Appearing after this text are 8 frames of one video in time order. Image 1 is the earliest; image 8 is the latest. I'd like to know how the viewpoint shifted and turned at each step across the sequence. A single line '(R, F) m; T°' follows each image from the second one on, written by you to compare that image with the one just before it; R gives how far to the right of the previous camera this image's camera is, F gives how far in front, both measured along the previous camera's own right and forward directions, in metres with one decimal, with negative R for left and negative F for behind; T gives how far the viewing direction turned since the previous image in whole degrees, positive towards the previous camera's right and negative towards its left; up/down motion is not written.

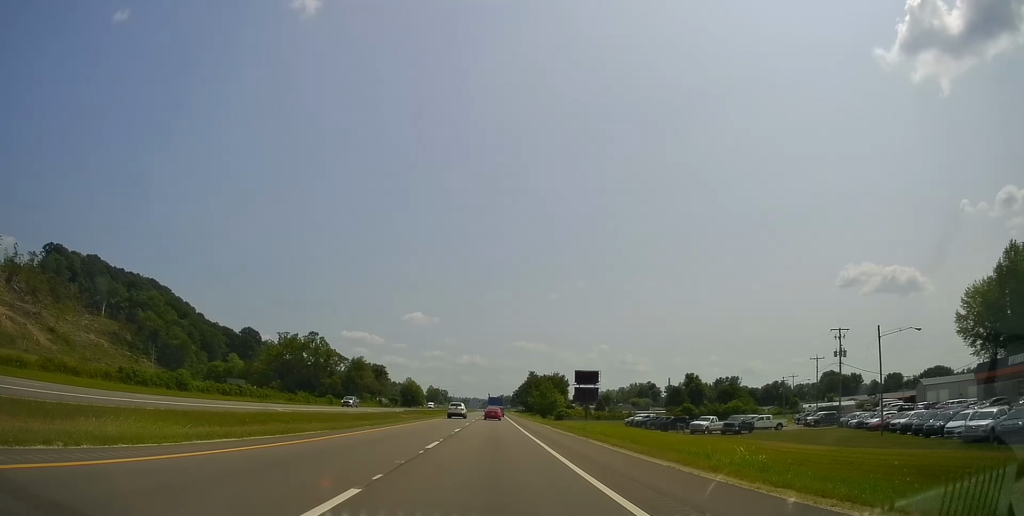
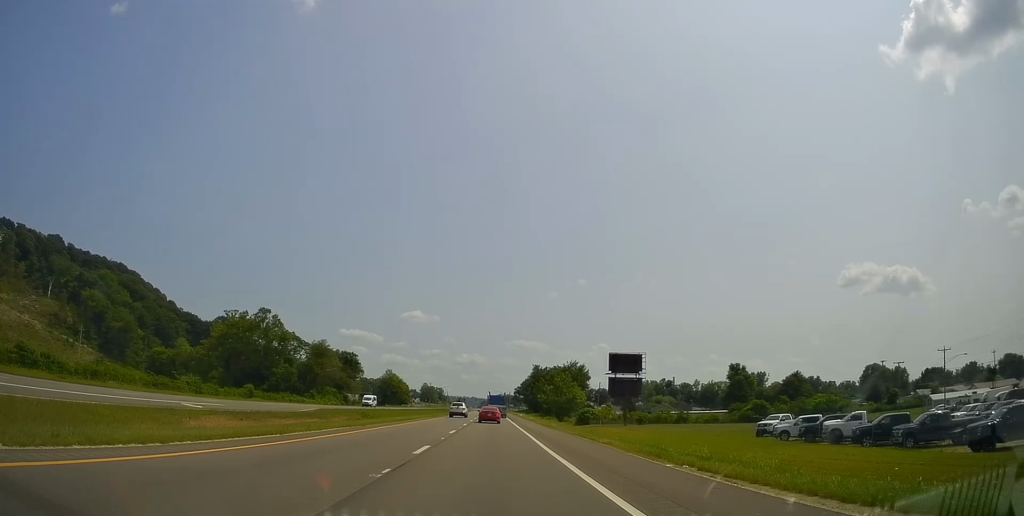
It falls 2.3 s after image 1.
(+1.2, +53.3) m; +1°
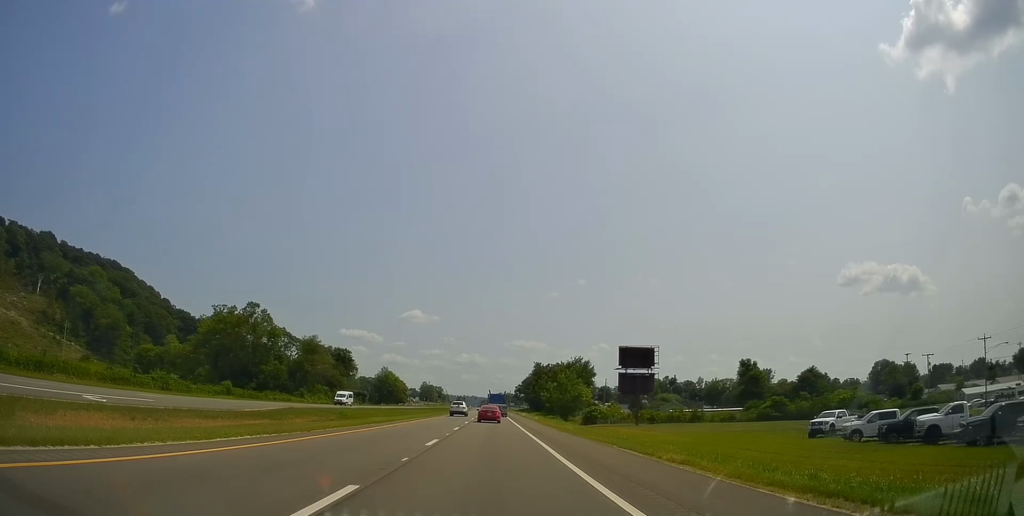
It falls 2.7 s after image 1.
(-0.2, +9.7) m; -1°
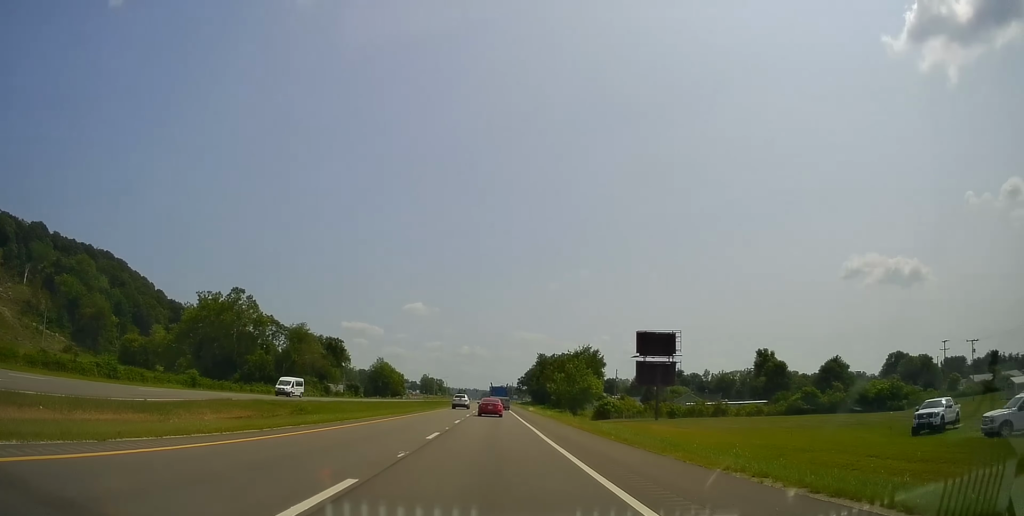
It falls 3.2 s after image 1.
(-0.1, +12.9) m; 0°
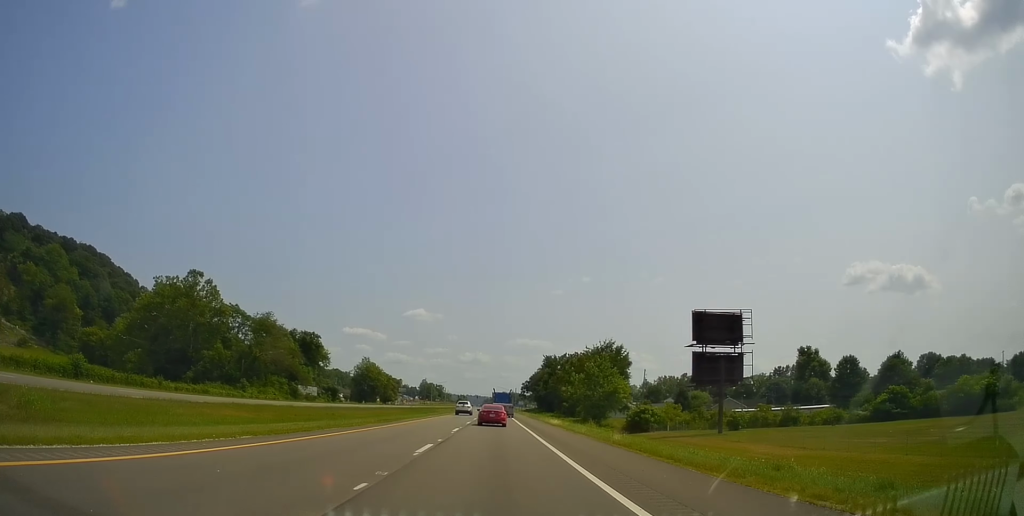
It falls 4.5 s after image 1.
(+0.1, +28.4) m; 0°
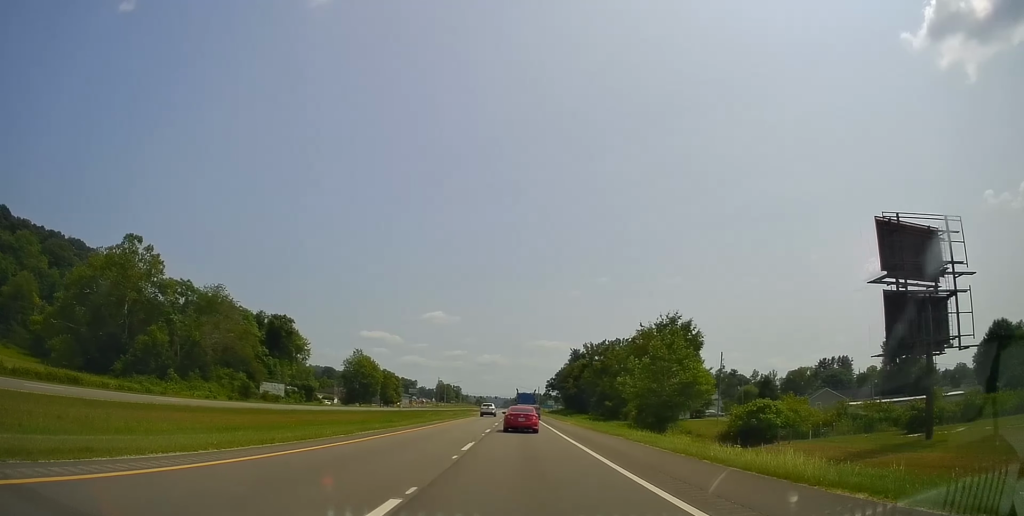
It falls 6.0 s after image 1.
(-0.1, +36.4) m; -1°
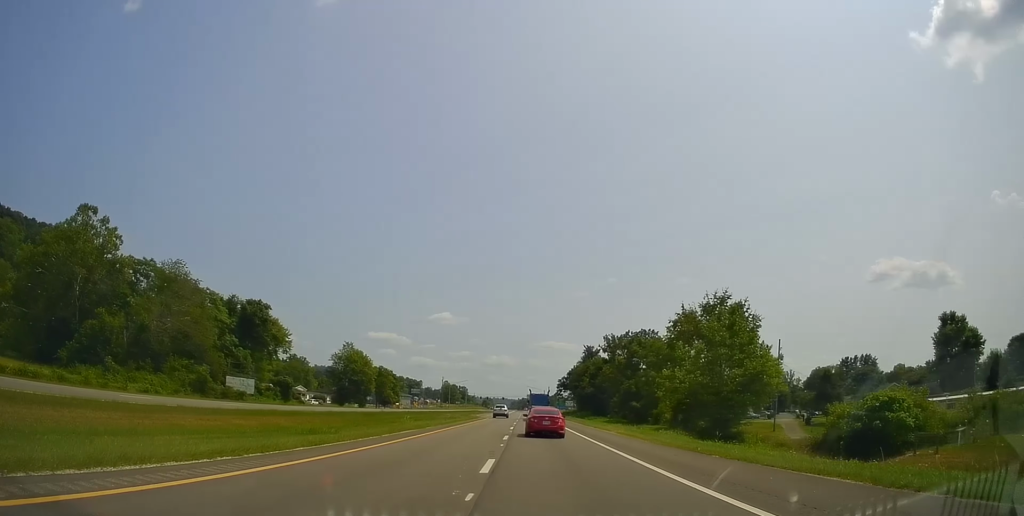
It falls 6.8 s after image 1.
(-0.2, +18.4) m; -1°
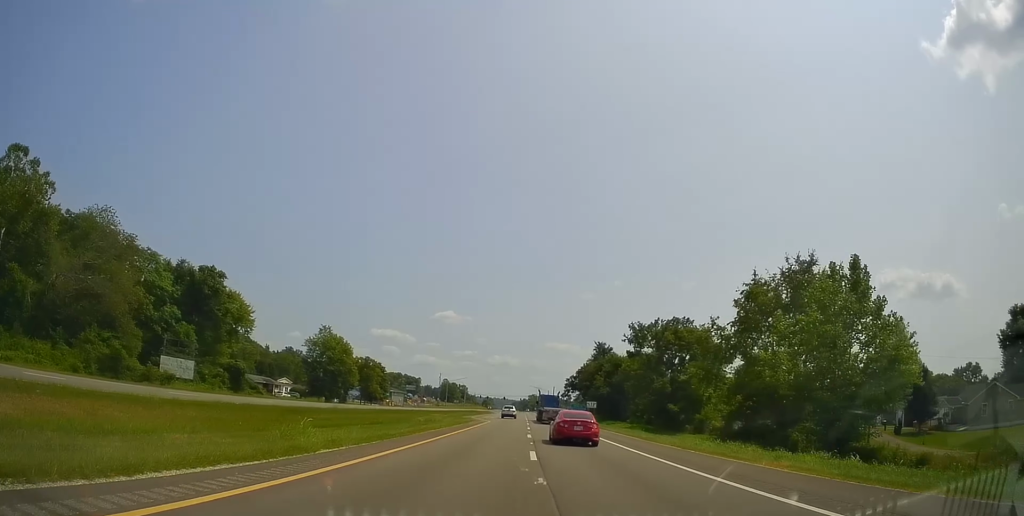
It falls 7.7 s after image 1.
(-0.2, +21.7) m; -1°
